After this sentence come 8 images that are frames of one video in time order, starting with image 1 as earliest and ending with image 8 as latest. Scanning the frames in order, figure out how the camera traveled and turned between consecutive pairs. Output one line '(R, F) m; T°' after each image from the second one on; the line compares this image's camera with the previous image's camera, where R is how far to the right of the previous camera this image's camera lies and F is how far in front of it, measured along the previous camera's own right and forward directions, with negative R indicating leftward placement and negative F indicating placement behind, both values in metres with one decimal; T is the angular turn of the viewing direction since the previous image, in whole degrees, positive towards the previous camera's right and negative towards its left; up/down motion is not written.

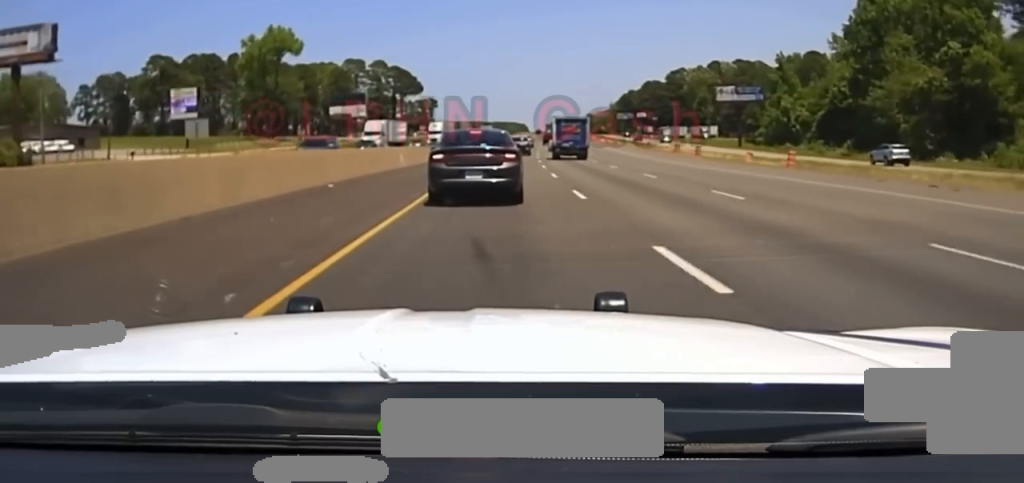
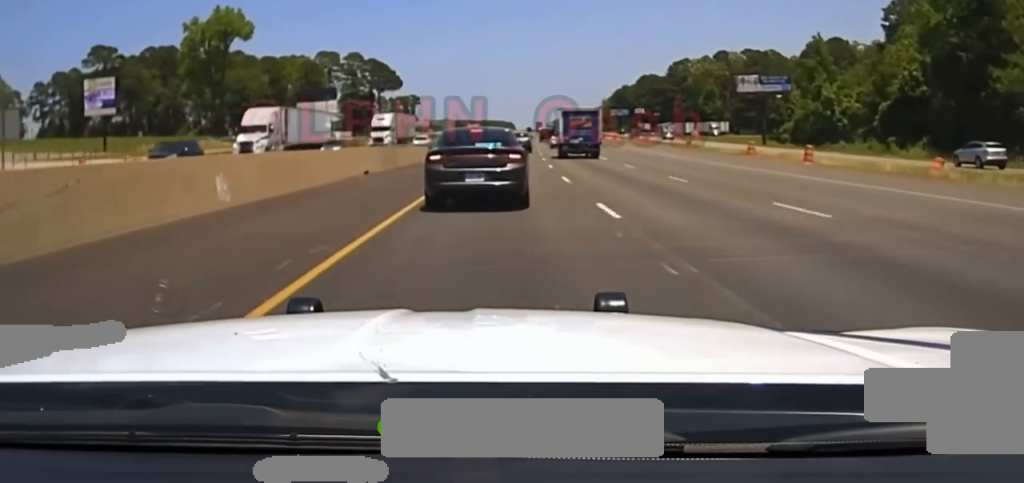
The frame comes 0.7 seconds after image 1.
(+0.4, +30.7) m; +1°
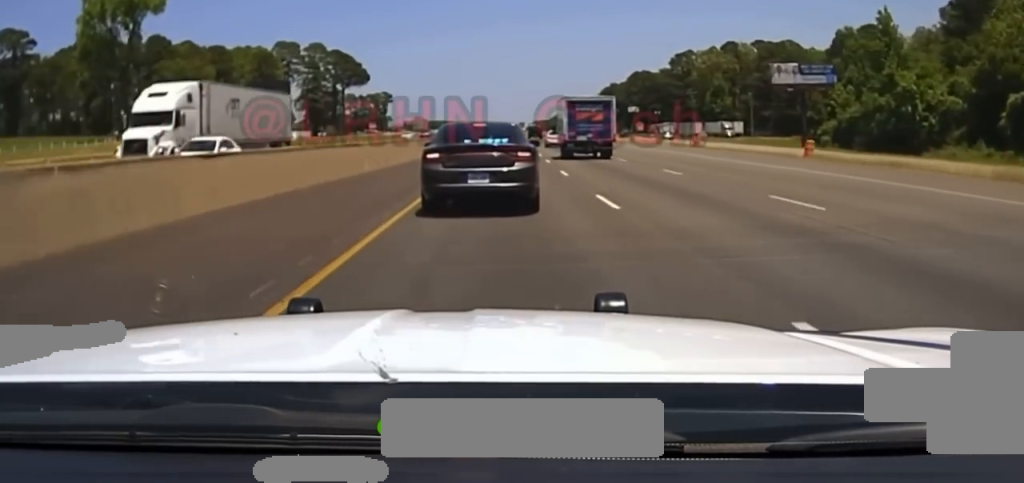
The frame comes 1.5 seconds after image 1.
(+0.5, +39.1) m; +1°
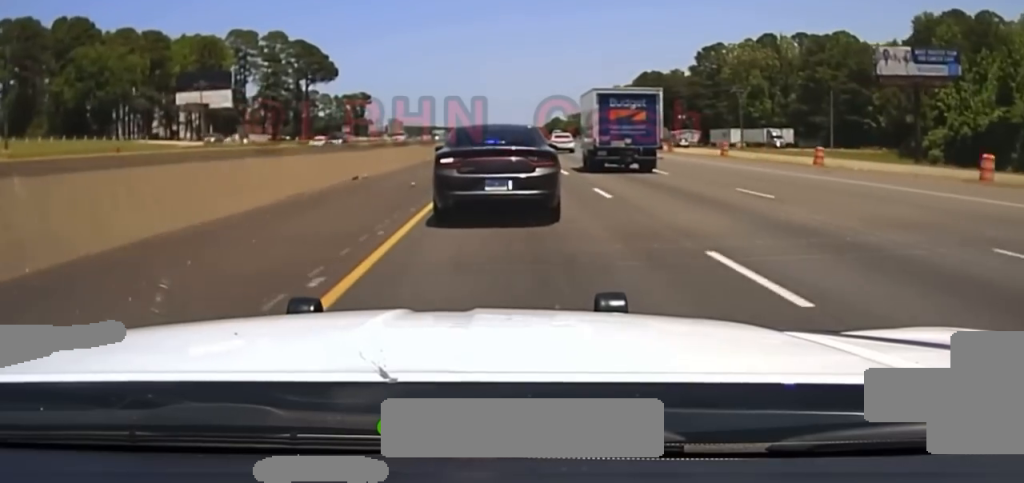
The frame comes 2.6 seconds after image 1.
(+0.3, +45.2) m; +1°
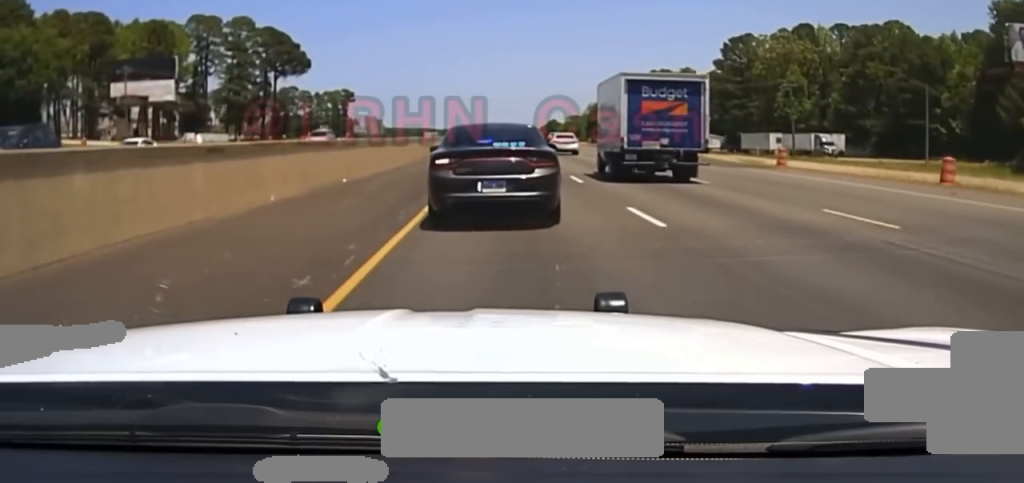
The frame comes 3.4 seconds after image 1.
(+0.3, +28.8) m; +1°
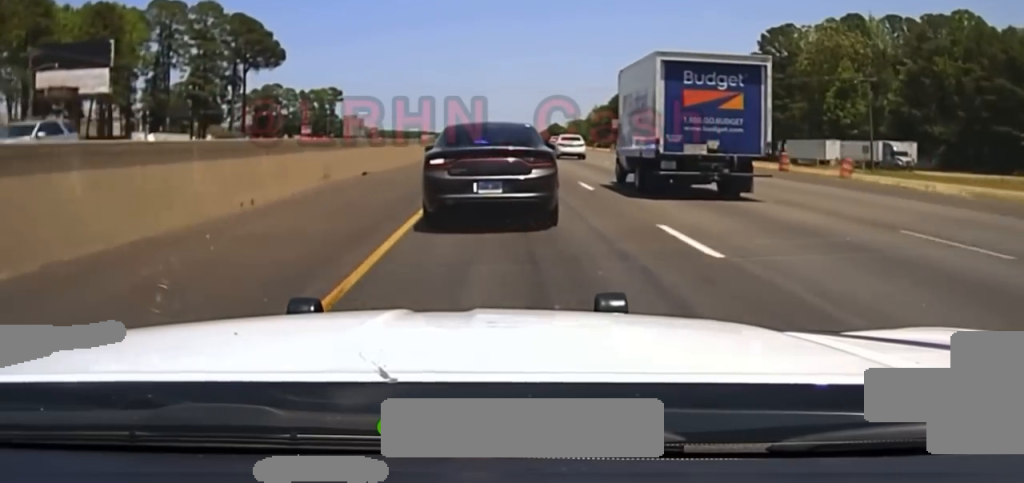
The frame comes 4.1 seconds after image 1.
(+0.2, +26.3) m; 0°
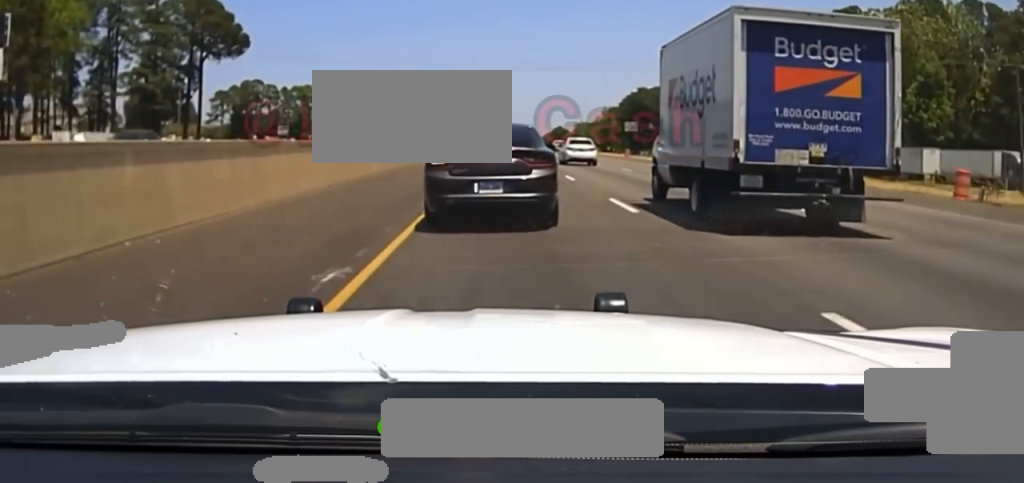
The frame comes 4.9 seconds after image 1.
(0.0, +30.3) m; 0°
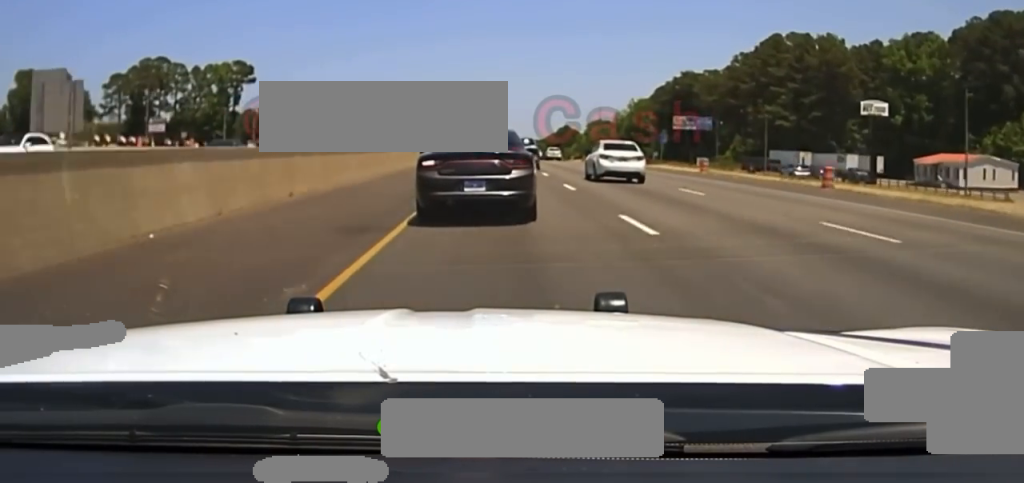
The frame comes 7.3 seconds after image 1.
(+0.3, +90.2) m; +1°
